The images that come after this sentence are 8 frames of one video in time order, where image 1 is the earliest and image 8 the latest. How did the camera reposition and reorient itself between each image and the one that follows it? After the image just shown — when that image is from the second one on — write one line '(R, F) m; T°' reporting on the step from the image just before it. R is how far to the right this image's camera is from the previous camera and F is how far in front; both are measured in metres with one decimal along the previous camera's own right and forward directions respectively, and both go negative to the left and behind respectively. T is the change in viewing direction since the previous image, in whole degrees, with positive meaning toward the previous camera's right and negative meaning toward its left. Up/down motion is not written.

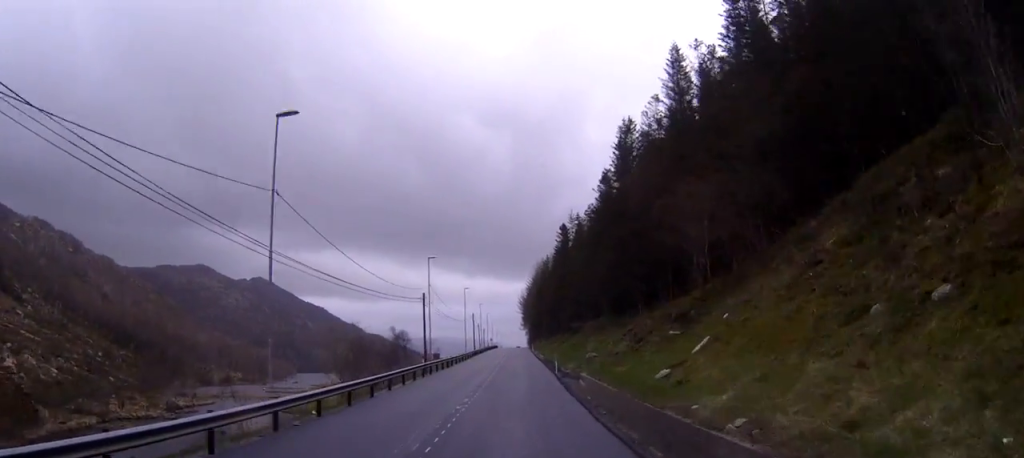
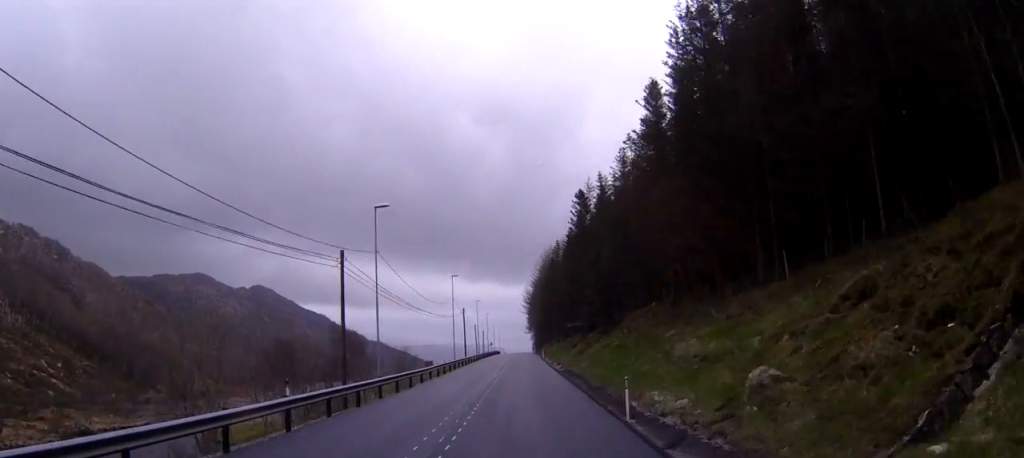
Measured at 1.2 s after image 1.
(-0.2, +27.5) m; -1°
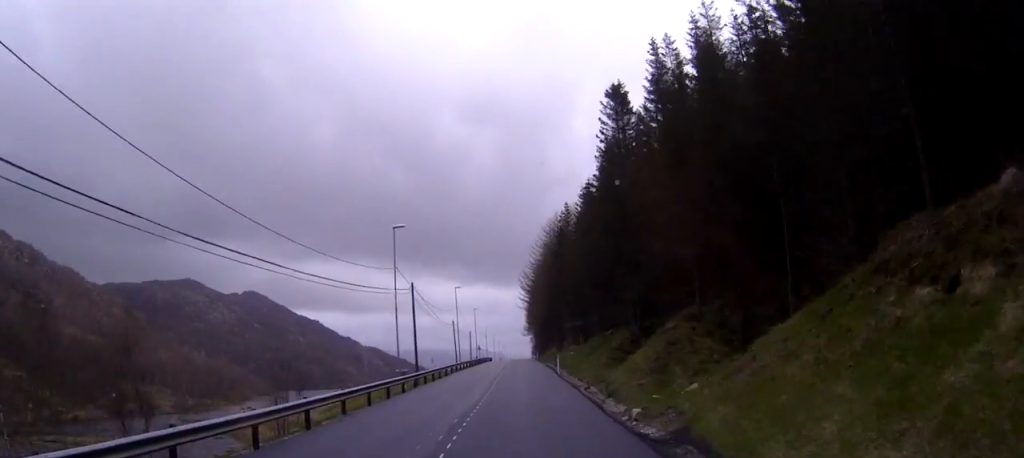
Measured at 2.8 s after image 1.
(-0.1, +38.0) m; 0°
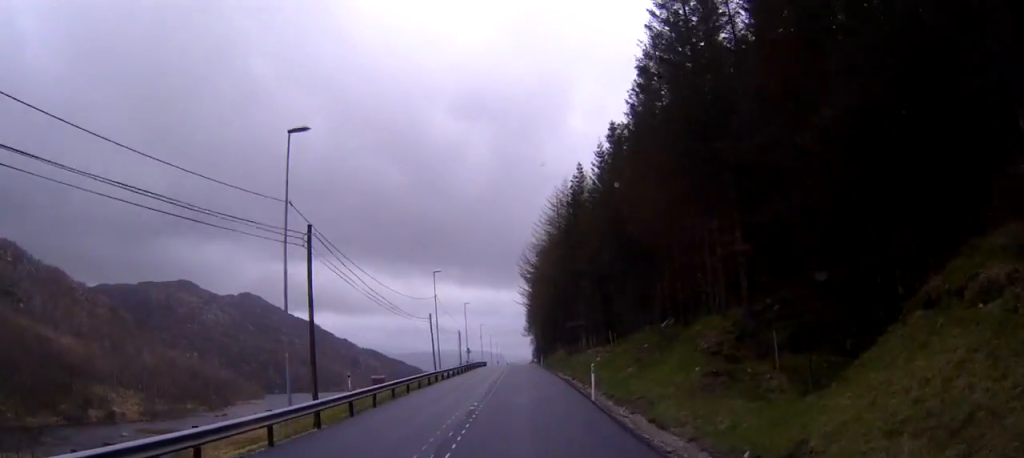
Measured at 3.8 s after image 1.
(0.0, +23.0) m; 0°
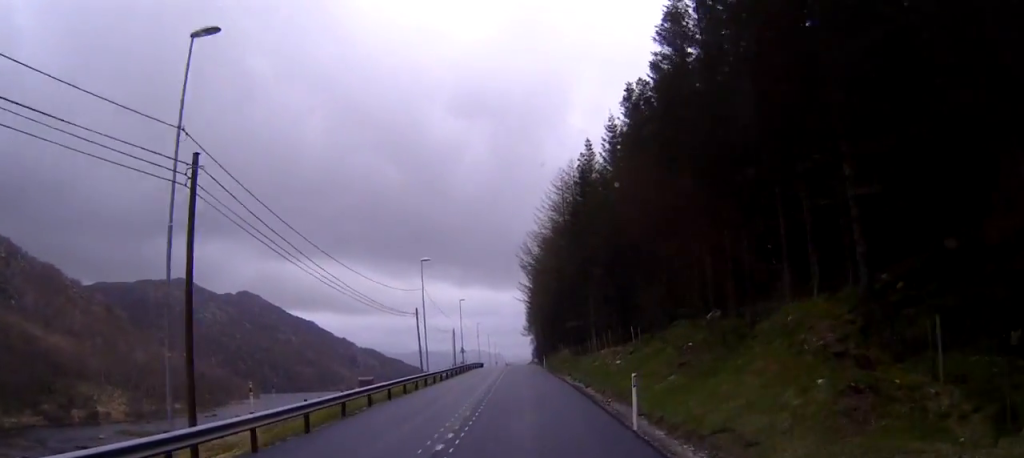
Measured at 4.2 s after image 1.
(0.0, +9.2) m; 0°
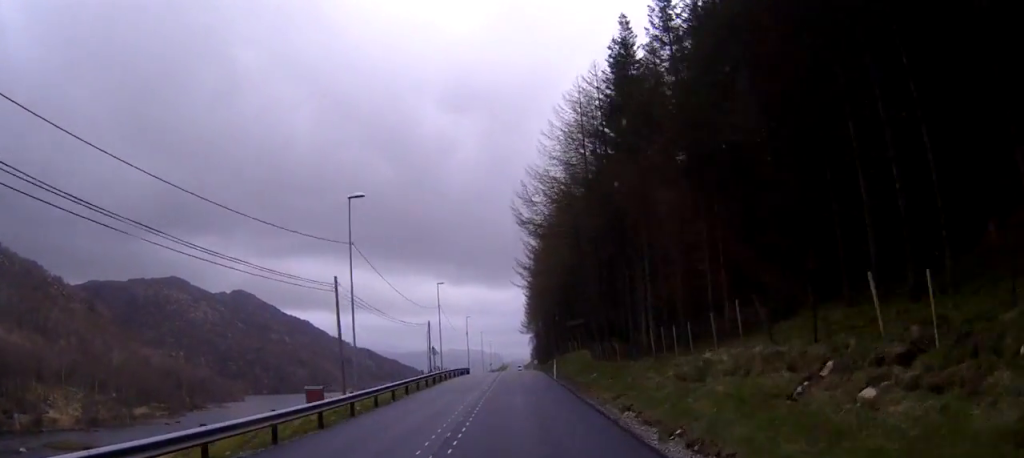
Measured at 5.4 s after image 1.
(0.0, +26.5) m; 0°
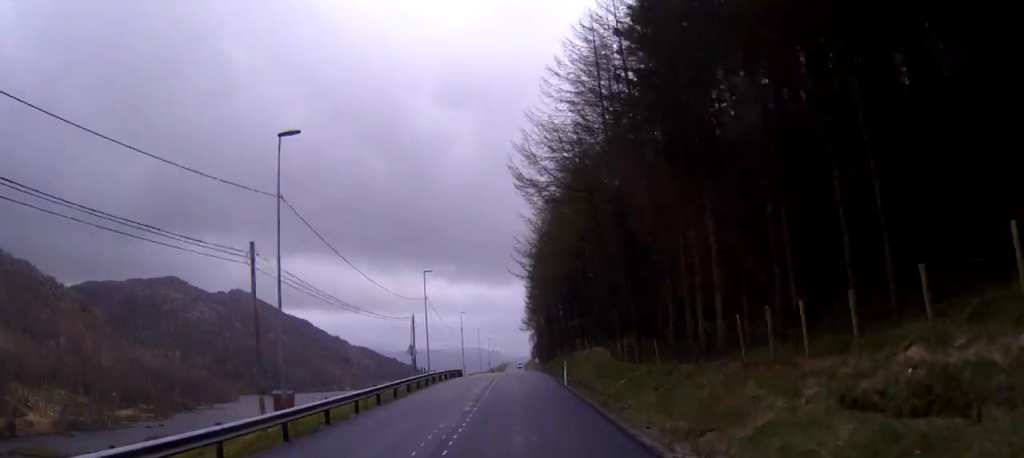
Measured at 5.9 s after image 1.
(0.0, +11.2) m; 0°
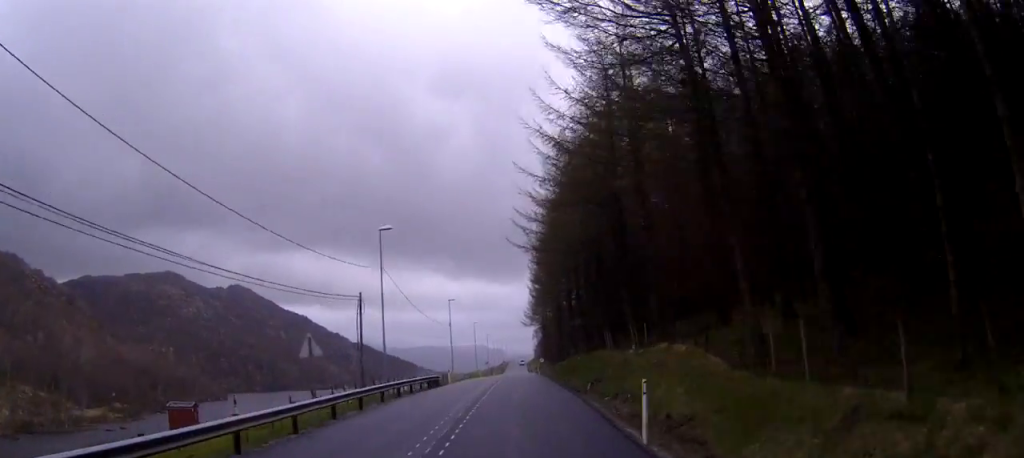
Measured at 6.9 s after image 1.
(-0.1, +23.0) m; -1°
